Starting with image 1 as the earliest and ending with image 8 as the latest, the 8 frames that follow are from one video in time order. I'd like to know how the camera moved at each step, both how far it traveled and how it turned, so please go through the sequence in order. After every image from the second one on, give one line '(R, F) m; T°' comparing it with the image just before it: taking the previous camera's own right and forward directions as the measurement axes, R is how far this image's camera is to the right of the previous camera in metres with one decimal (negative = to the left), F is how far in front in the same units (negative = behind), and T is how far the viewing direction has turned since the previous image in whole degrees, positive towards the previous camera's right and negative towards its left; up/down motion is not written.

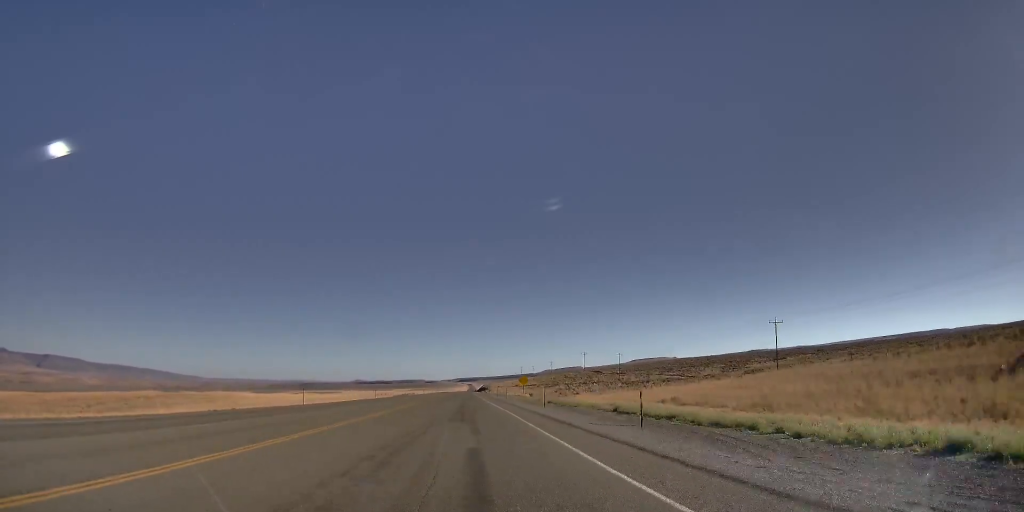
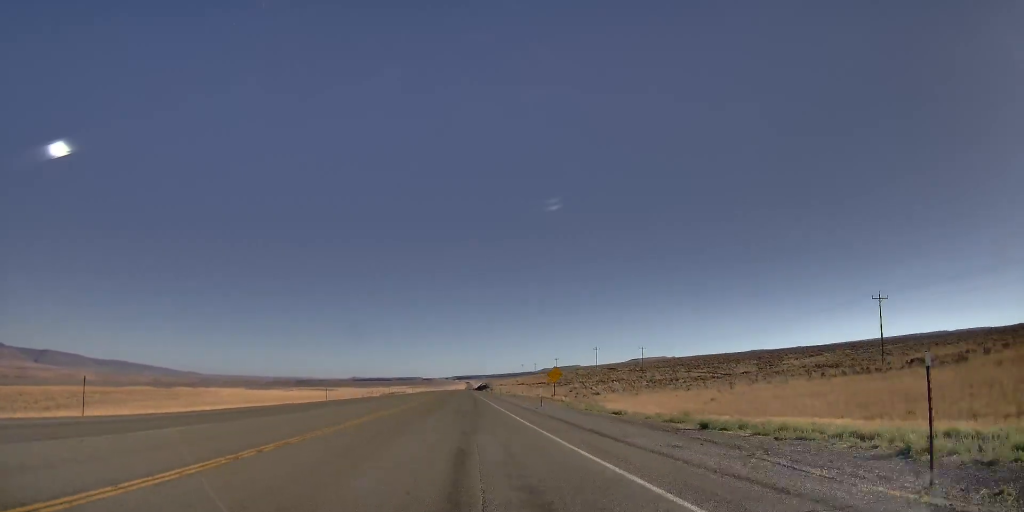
(0.0, +34.4) m; +1°
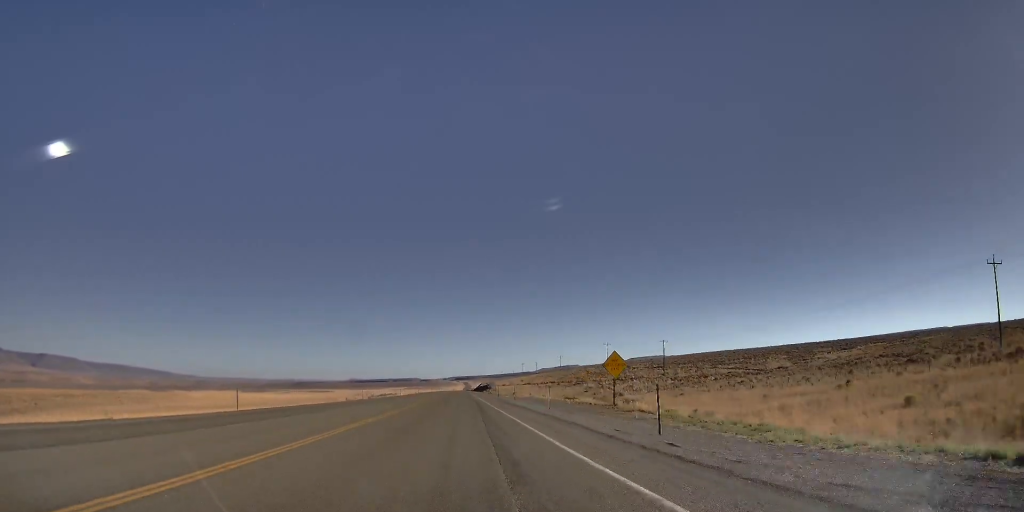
(+0.4, +25.4) m; 0°
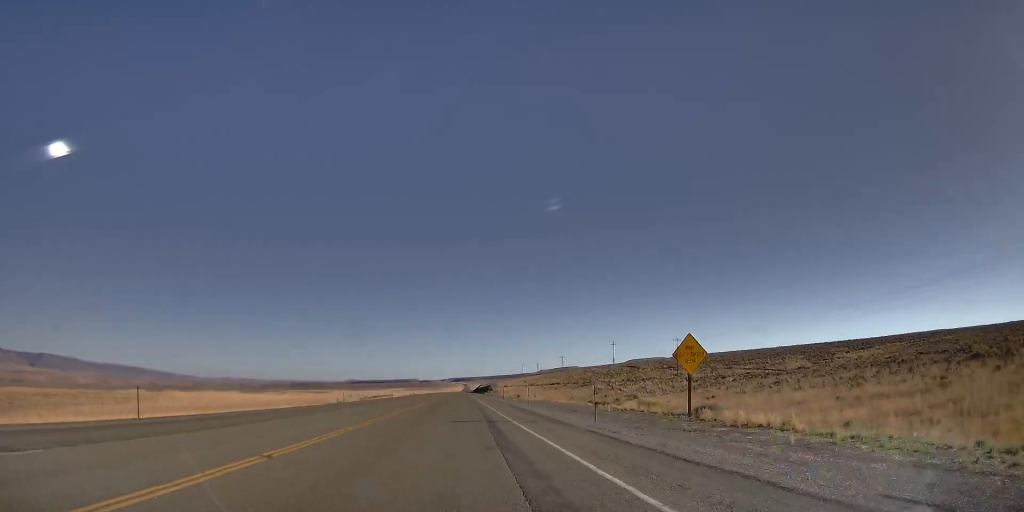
(+0.1, +12.7) m; 0°
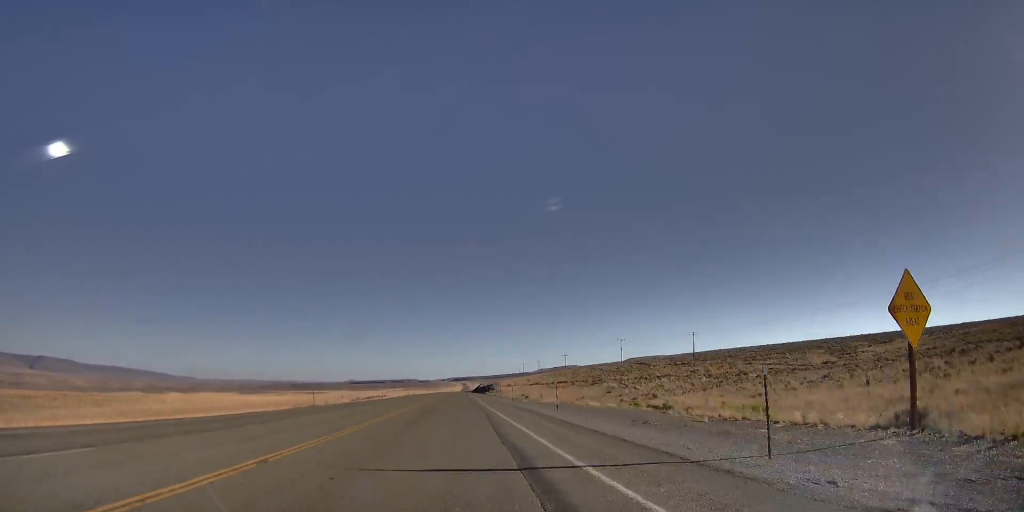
(-0.4, +13.6) m; 0°
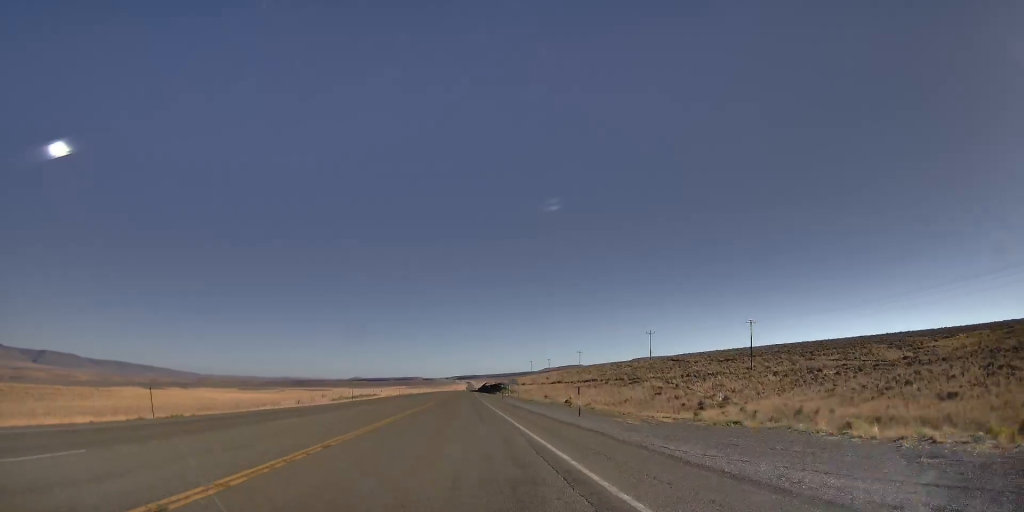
(+0.2, +31.2) m; 0°
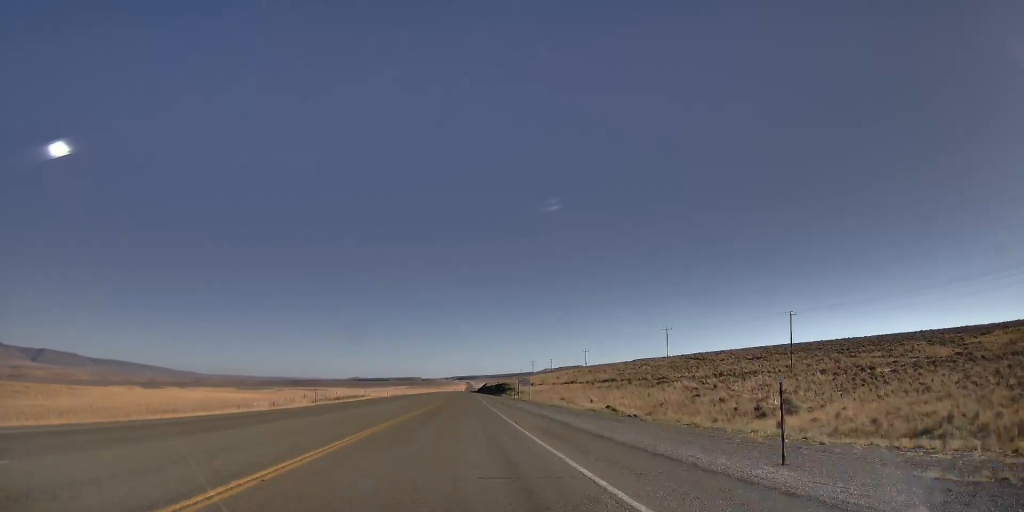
(0.0, +17.7) m; 0°
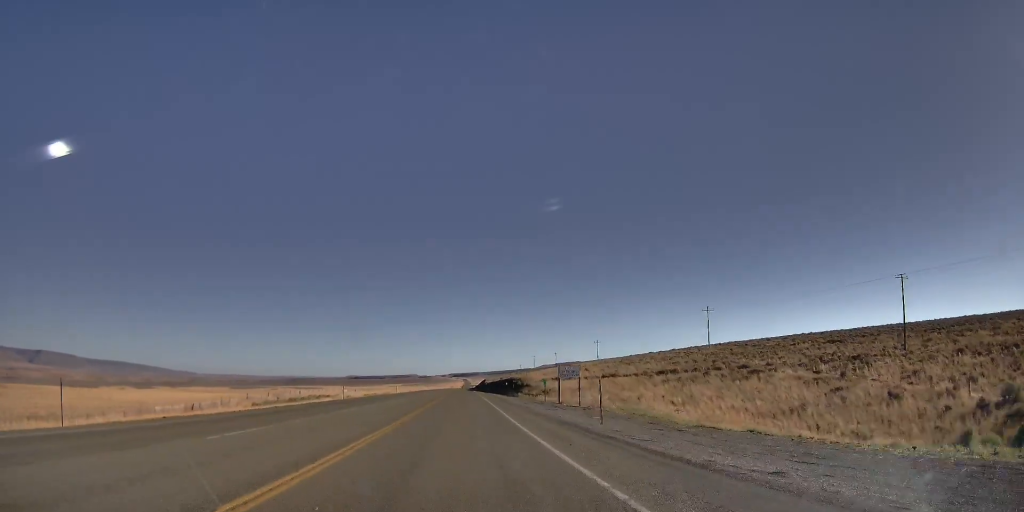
(-0.5, +35.5) m; -1°
